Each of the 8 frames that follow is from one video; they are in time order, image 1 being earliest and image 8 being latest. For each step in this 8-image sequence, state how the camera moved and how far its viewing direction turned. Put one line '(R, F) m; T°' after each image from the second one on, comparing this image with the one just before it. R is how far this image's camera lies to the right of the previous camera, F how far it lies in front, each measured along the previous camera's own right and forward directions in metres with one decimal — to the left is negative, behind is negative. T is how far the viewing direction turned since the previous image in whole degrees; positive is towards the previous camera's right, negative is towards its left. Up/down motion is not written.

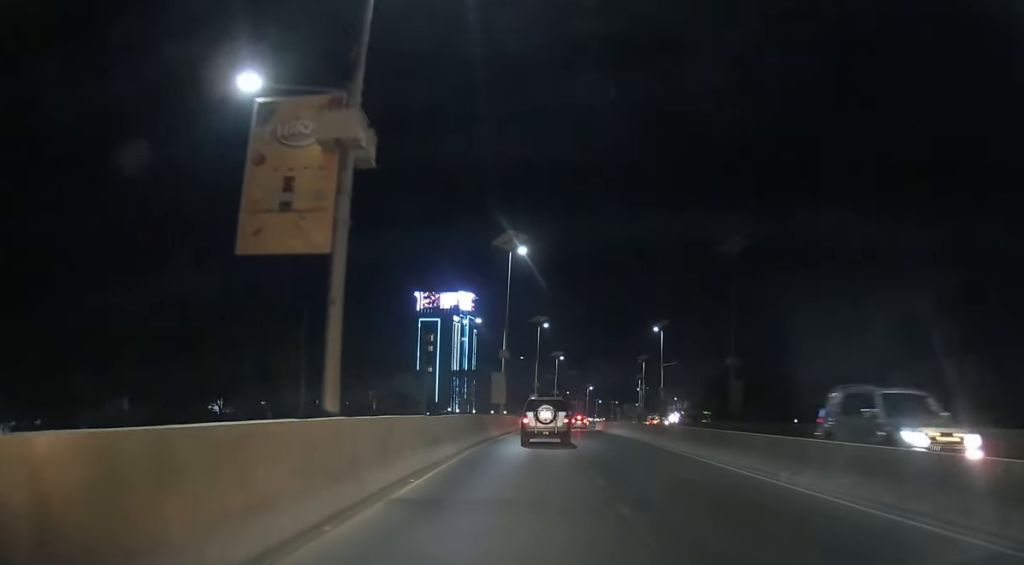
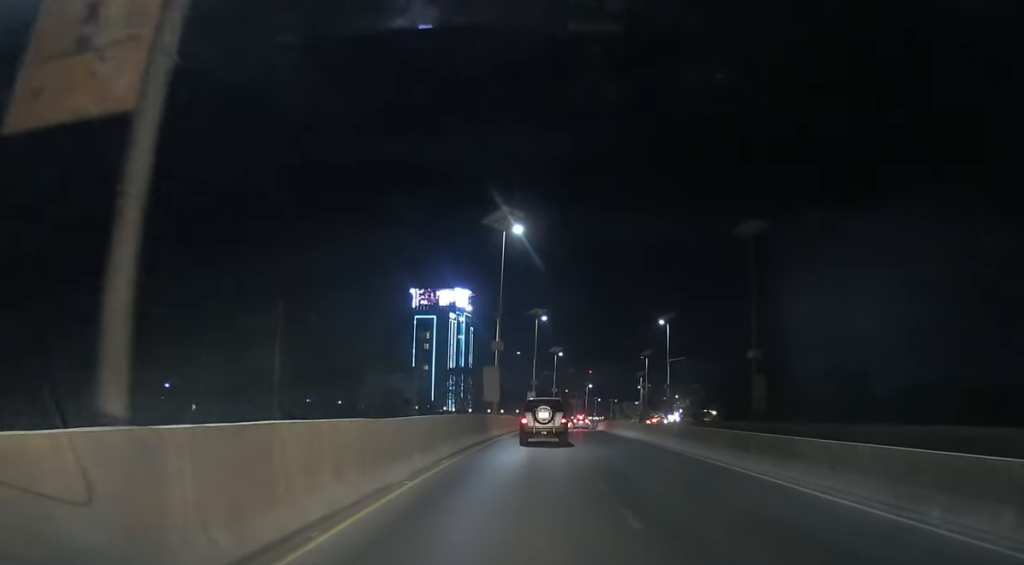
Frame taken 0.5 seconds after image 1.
(+0.1, +5.4) m; 0°
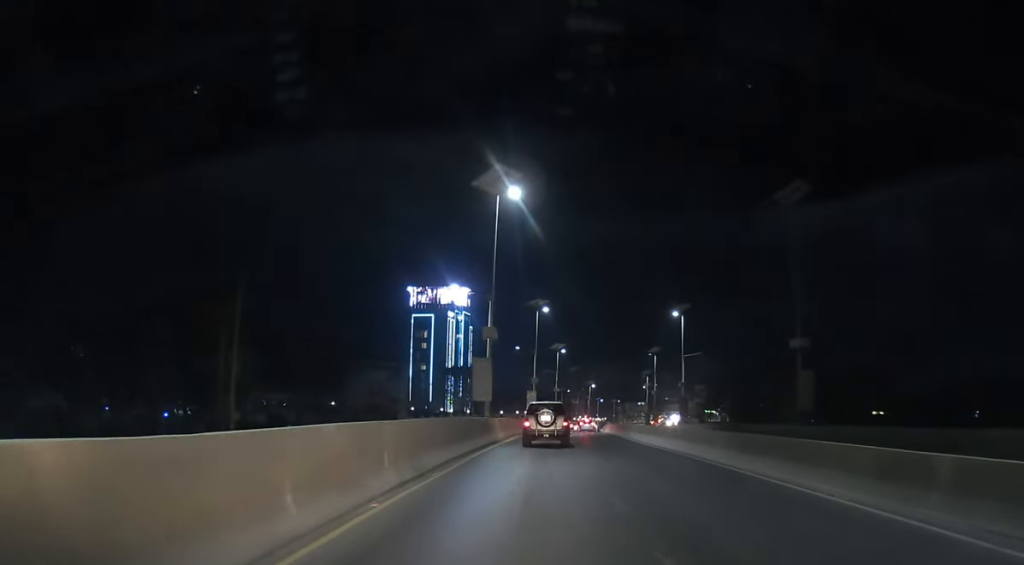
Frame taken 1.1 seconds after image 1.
(0.0, +7.6) m; 0°
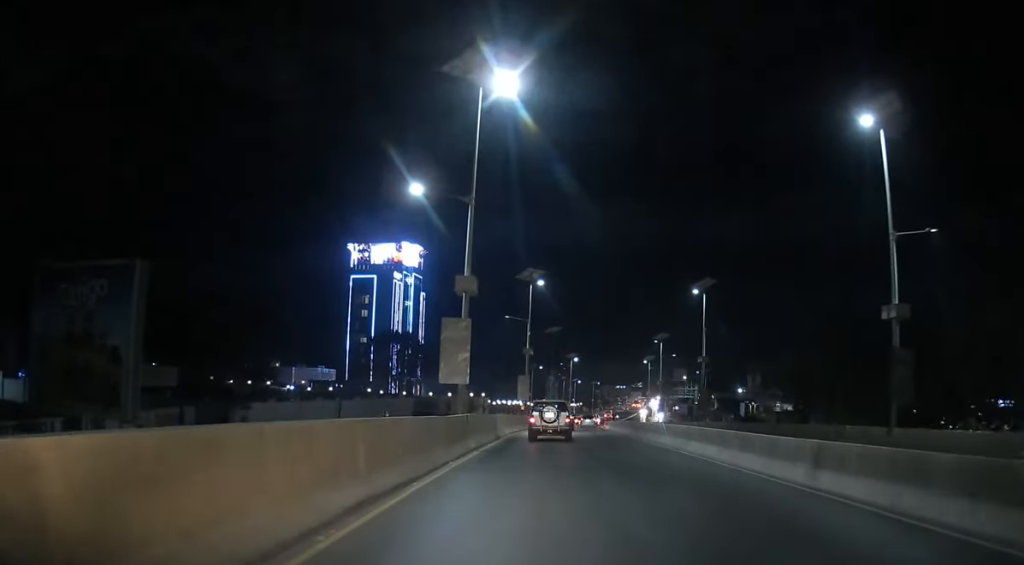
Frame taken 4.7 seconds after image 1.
(+0.9, +48.2) m; +3°
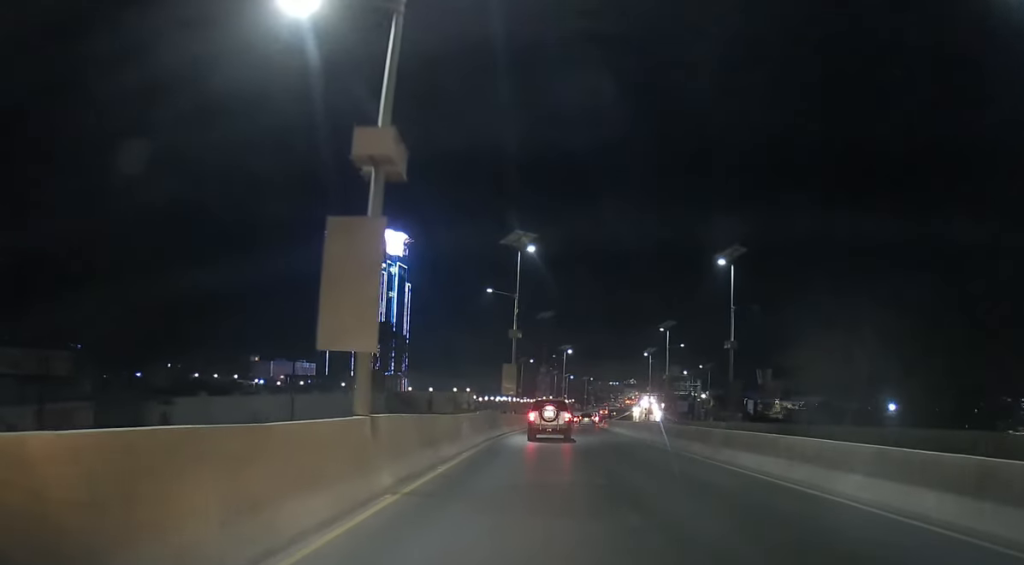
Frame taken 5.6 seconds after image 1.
(0.0, +11.7) m; 0°
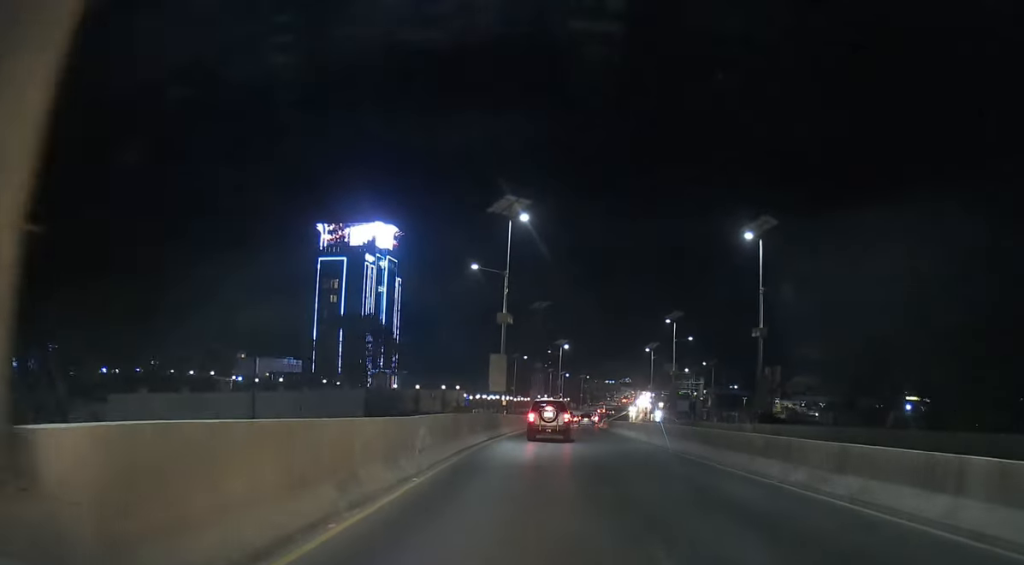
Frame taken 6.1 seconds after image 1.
(0.0, +7.7) m; 0°
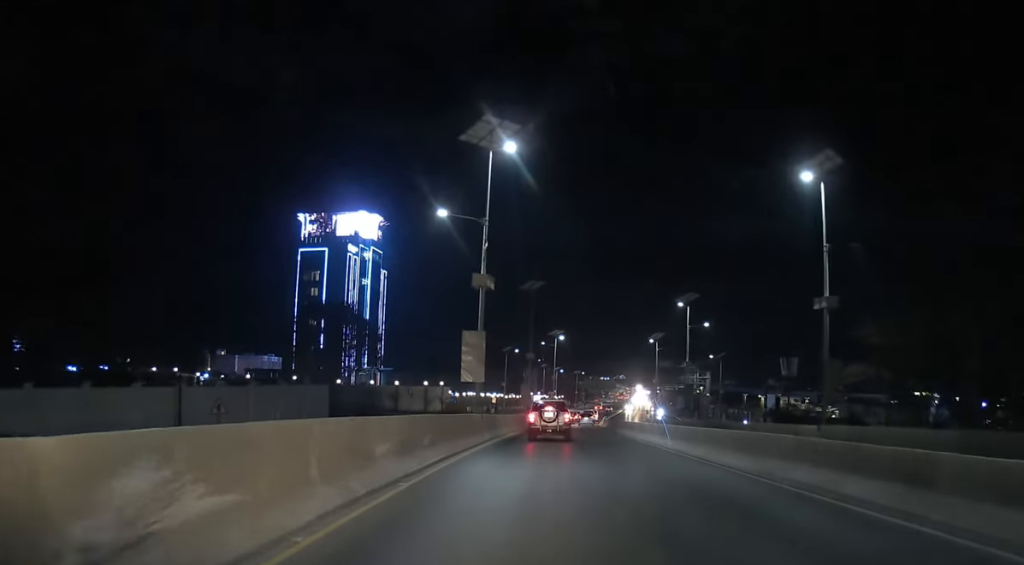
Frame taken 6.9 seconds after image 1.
(0.0, +10.8) m; +1°
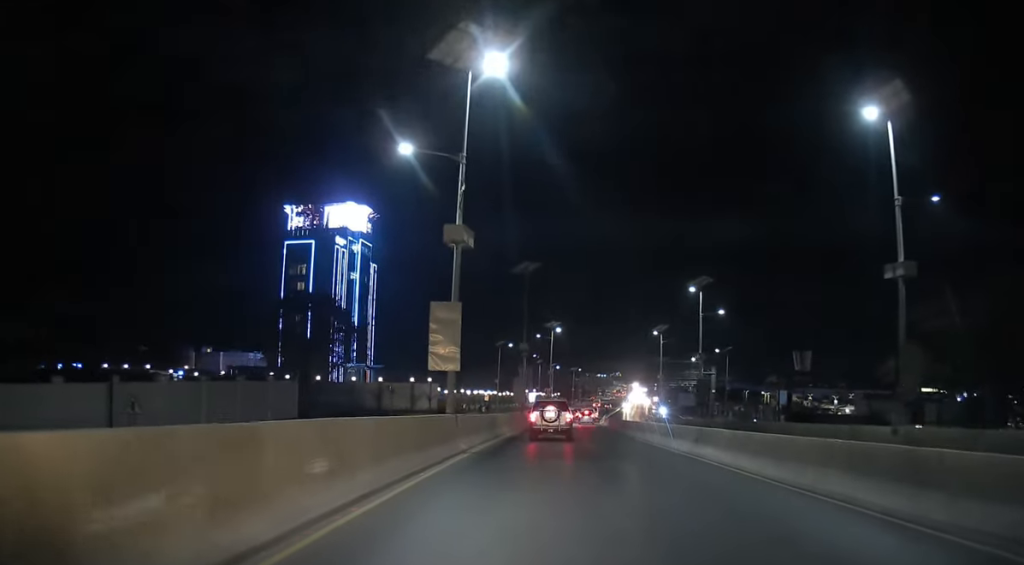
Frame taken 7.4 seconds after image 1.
(0.0, +7.4) m; +1°
